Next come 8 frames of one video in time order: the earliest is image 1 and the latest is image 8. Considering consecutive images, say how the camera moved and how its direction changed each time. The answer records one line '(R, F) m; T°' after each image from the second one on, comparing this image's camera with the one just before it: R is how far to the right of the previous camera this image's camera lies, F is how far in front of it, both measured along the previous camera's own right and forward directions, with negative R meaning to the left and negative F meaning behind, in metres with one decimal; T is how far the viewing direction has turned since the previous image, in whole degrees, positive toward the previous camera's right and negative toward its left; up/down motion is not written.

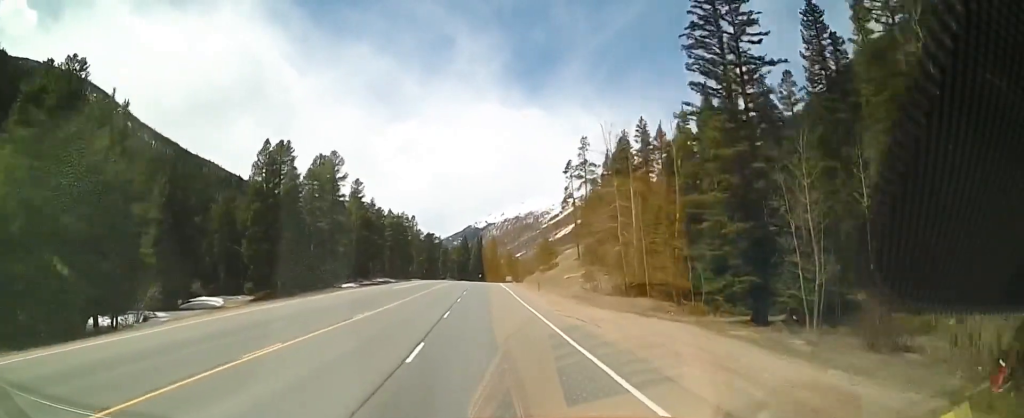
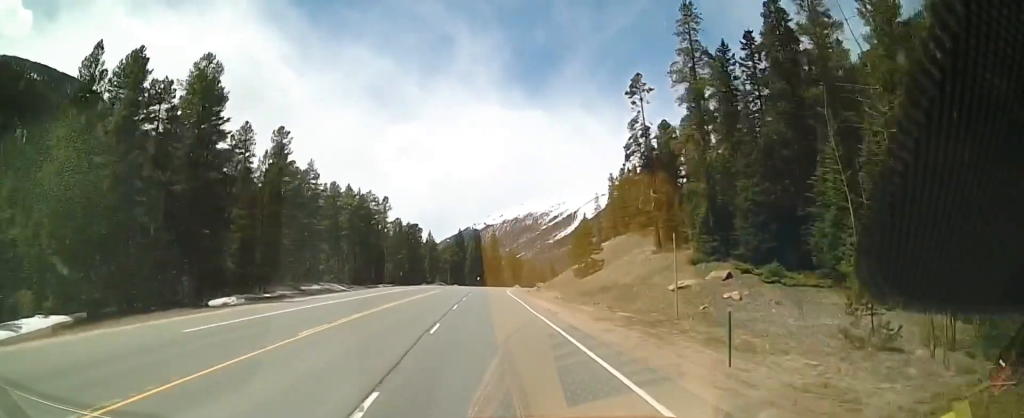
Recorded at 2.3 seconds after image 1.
(+0.2, +41.6) m; 0°
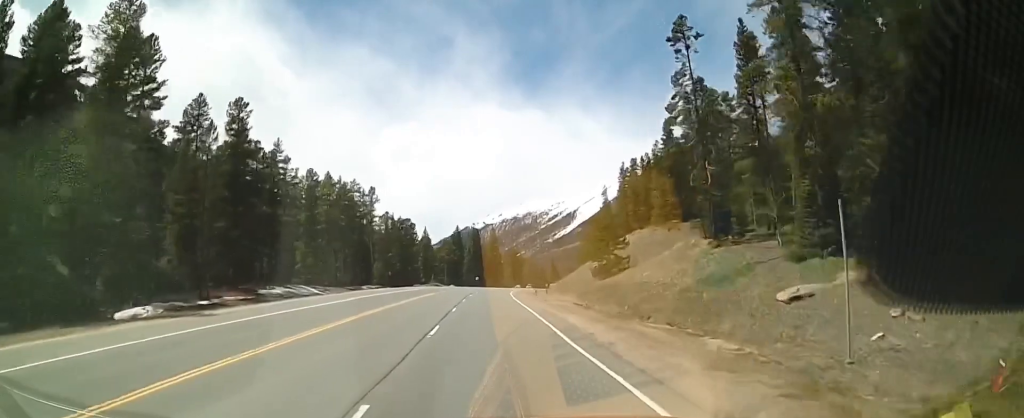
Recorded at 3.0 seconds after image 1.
(0.0, +12.2) m; -1°
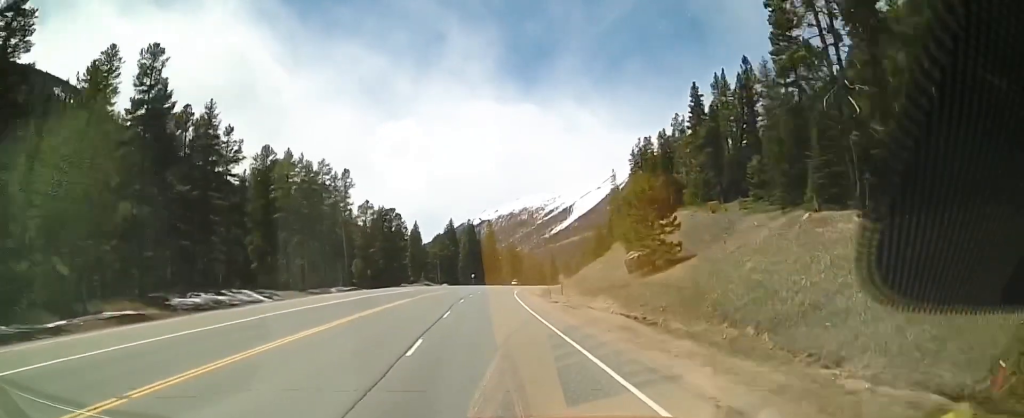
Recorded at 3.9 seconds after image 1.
(-0.2, +15.4) m; 0°
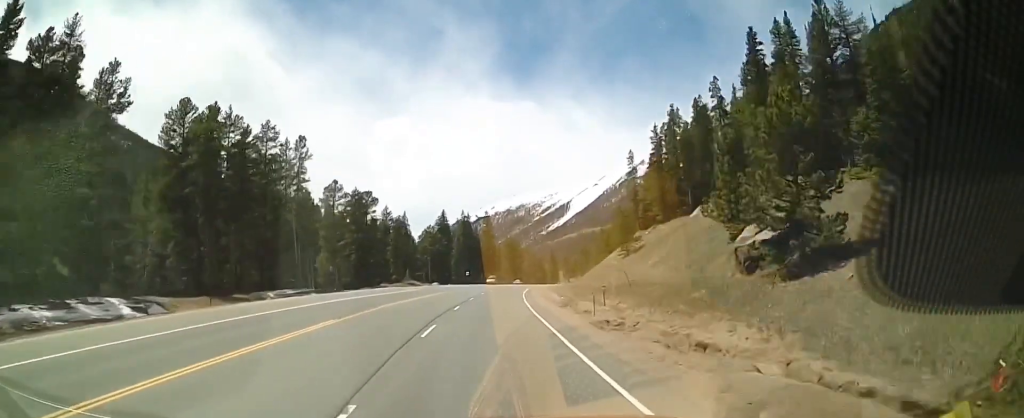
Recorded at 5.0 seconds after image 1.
(+0.4, +19.2) m; +3°
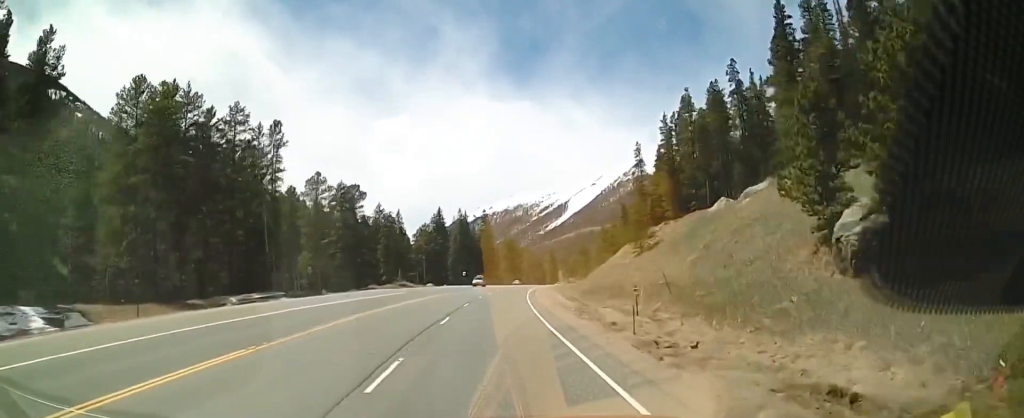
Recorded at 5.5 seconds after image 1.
(+0.2, +7.3) m; +1°
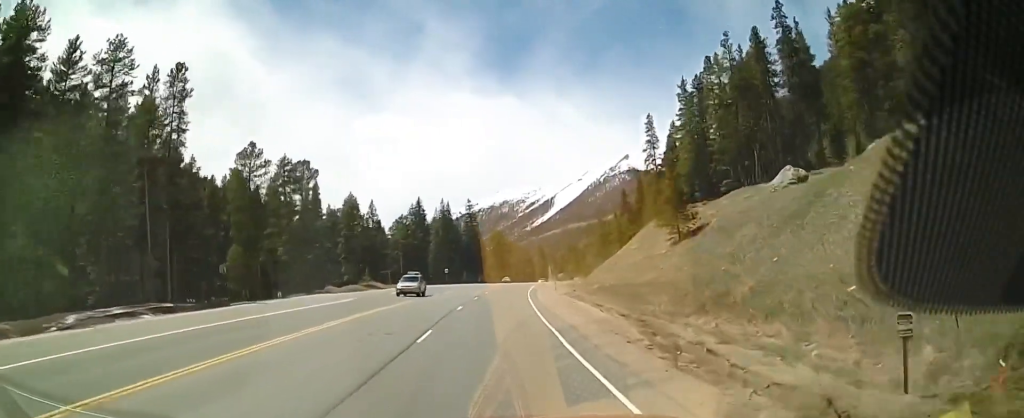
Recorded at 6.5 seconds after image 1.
(0.0, +17.2) m; +2°
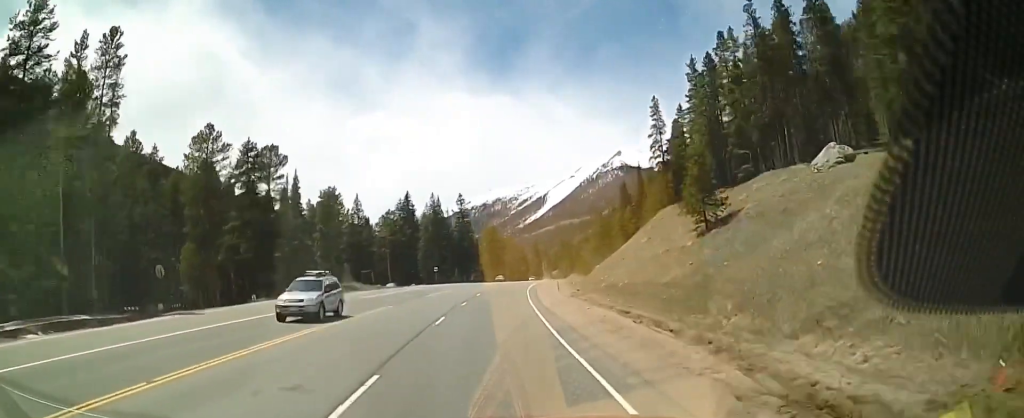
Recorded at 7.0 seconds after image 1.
(+0.3, +7.7) m; 0°
